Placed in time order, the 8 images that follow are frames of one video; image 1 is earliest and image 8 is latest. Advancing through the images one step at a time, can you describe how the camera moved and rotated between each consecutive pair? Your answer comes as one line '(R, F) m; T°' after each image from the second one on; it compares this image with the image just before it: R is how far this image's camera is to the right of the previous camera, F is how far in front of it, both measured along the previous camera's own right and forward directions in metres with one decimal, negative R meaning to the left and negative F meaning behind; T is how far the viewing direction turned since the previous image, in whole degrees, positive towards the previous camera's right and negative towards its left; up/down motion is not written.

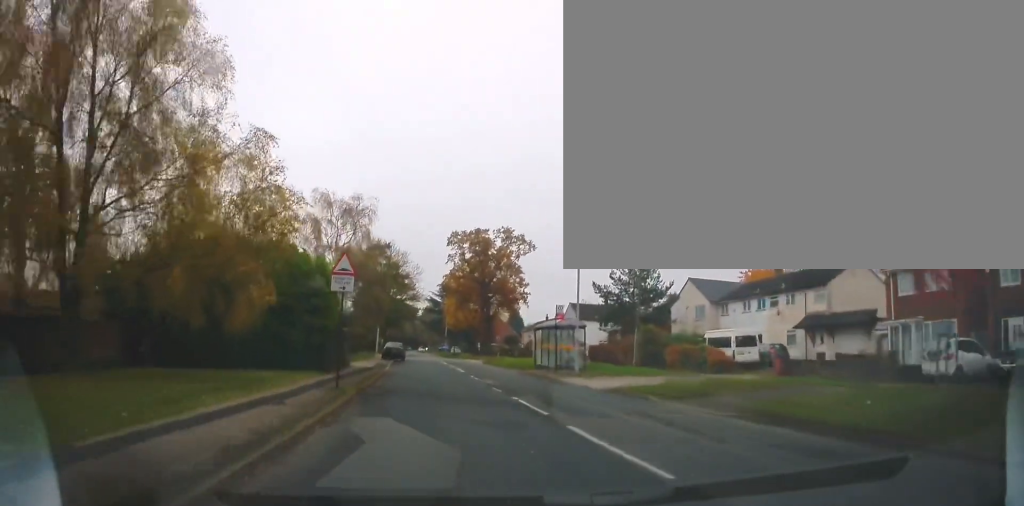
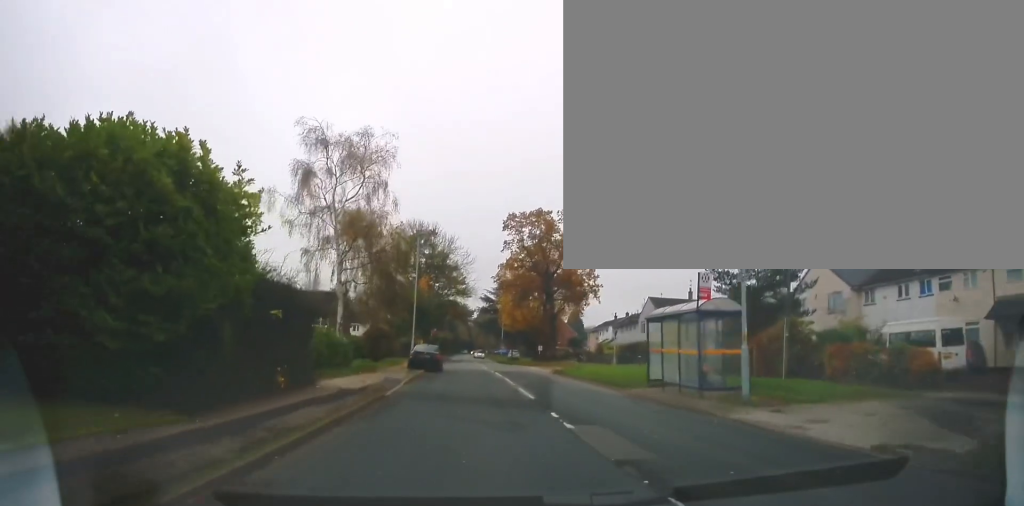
(-0.8, +13.7) m; -4°
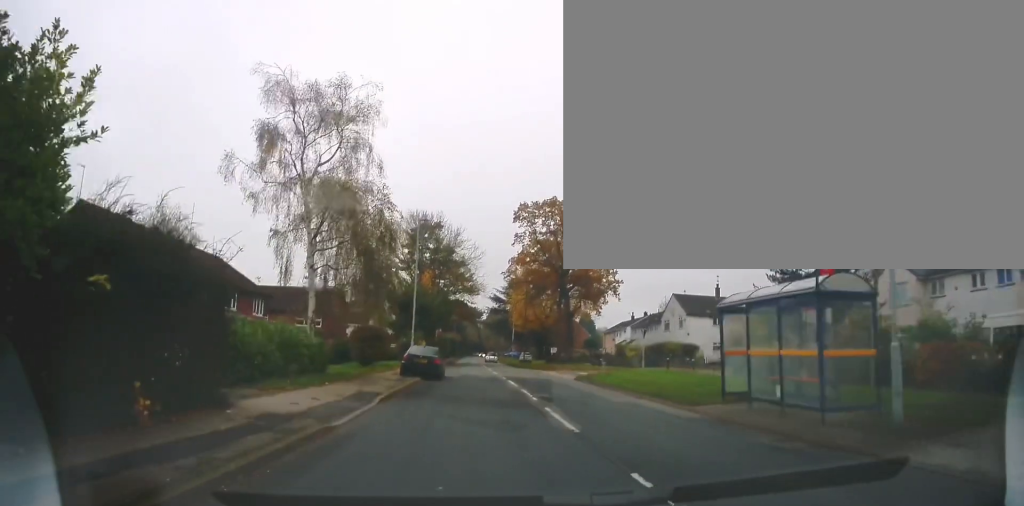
(0.0, +6.1) m; -1°
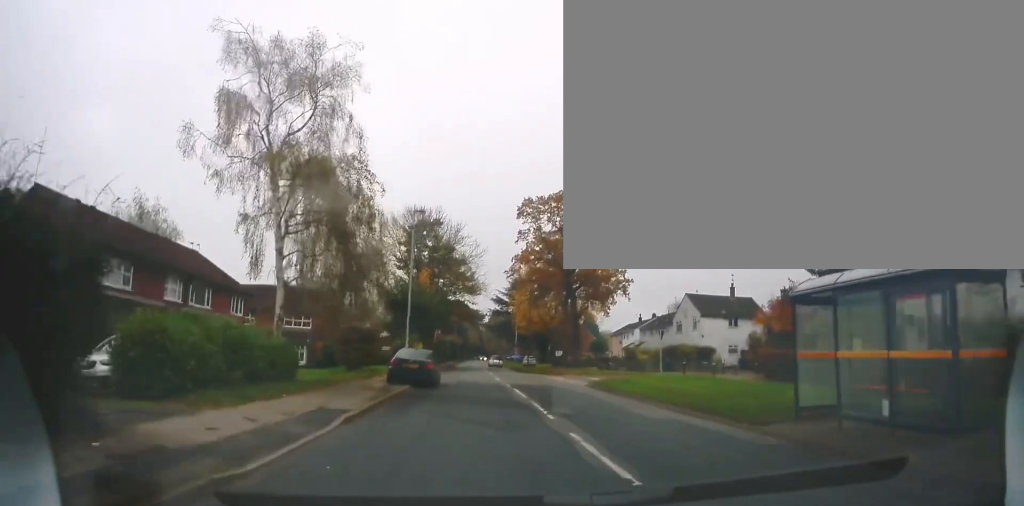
(0.0, +3.8) m; -1°
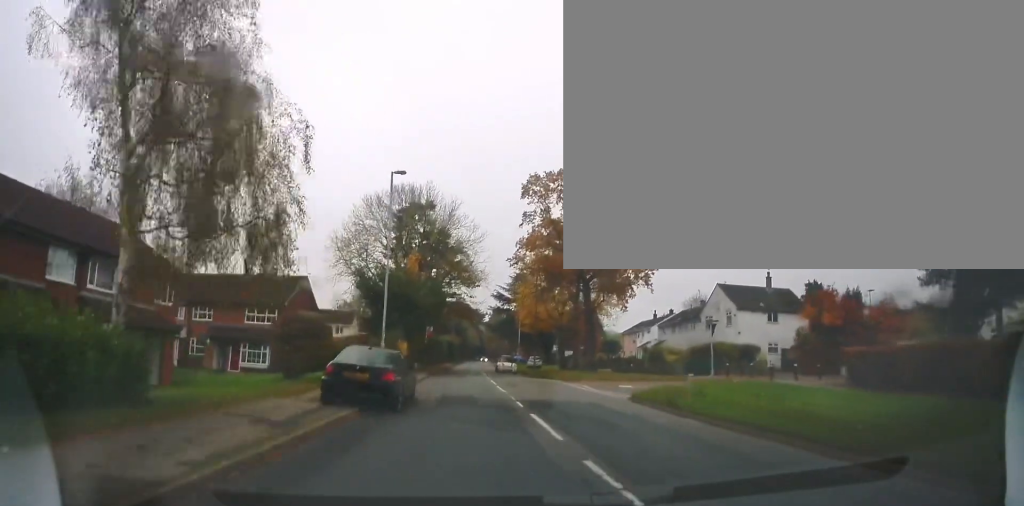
(-0.2, +8.4) m; 0°
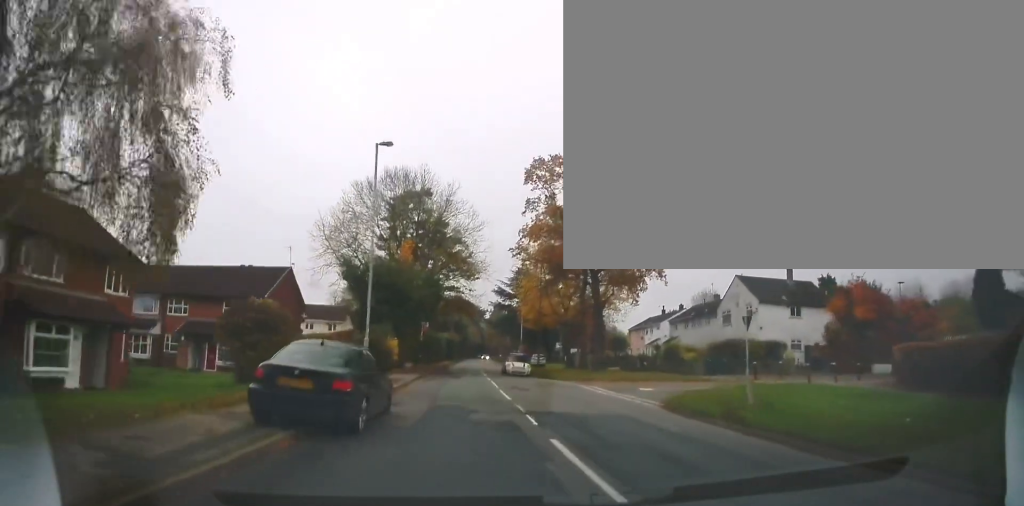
(+0.1, +4.0) m; 0°
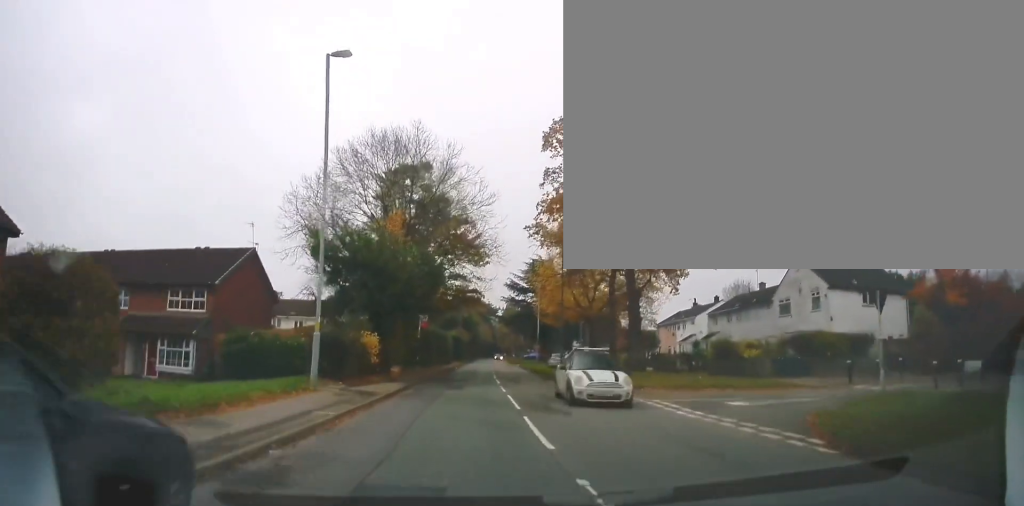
(0.0, +8.5) m; -1°
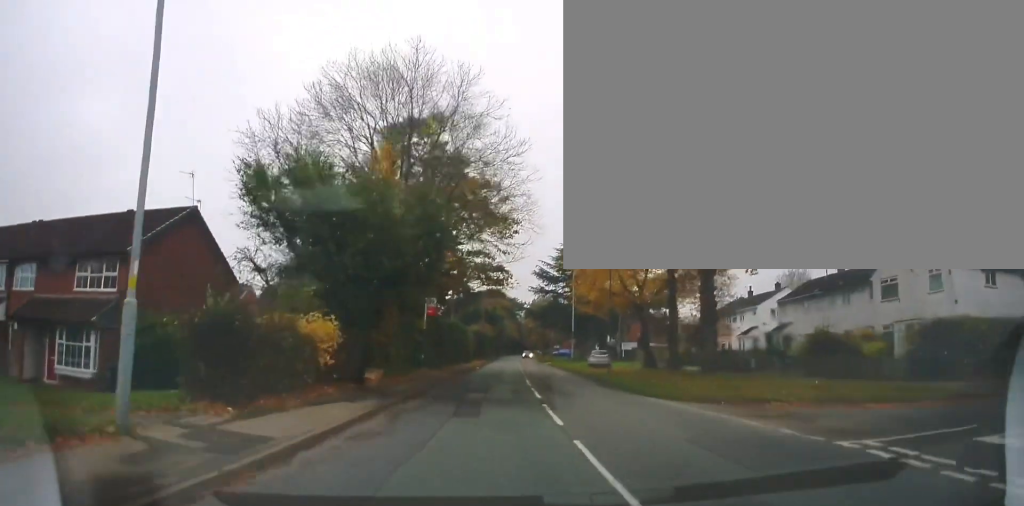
(-0.2, +9.7) m; -2°
